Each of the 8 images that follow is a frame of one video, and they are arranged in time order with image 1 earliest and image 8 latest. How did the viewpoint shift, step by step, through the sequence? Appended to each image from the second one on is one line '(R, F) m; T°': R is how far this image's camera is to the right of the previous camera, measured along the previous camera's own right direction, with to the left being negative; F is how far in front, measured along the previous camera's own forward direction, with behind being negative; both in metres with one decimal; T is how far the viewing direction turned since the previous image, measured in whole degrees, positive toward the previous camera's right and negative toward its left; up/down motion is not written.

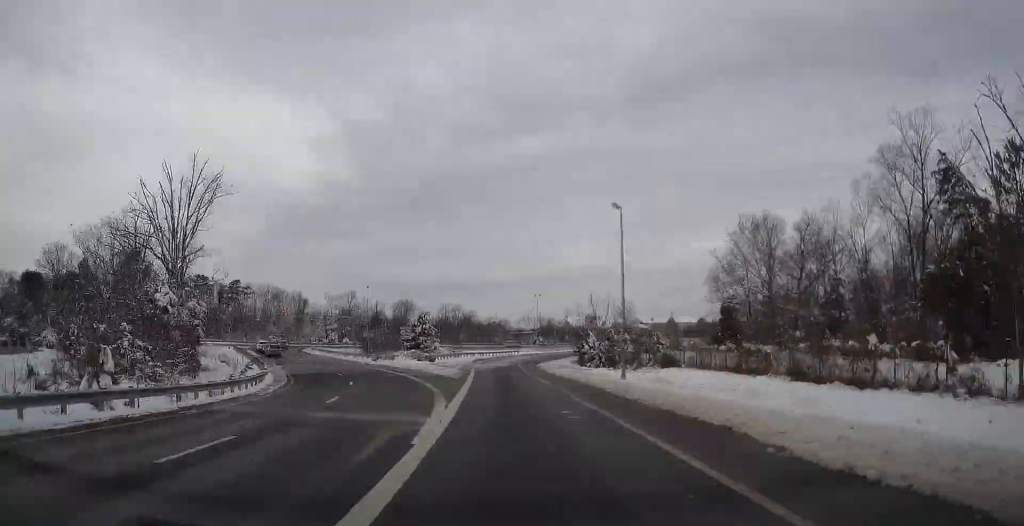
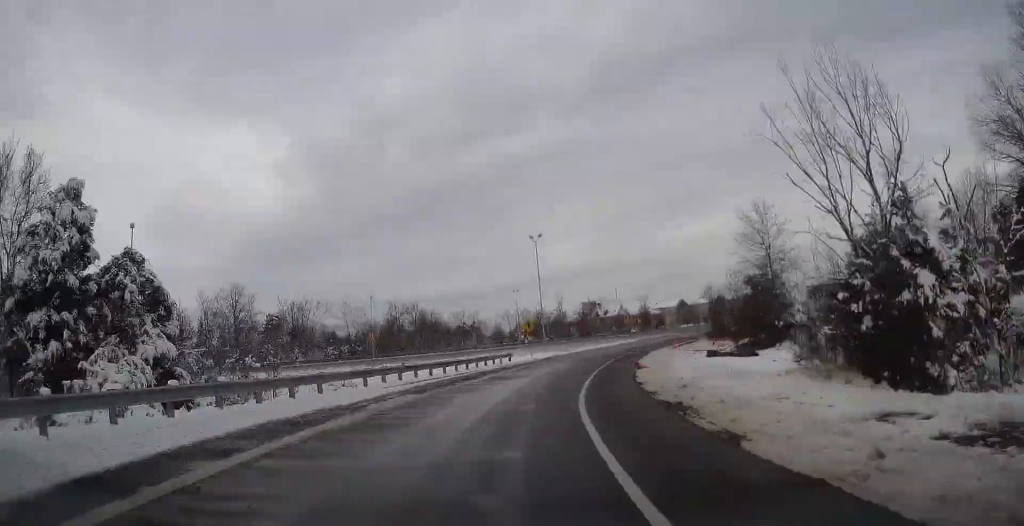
(-10.1, +67.4) m; +10°
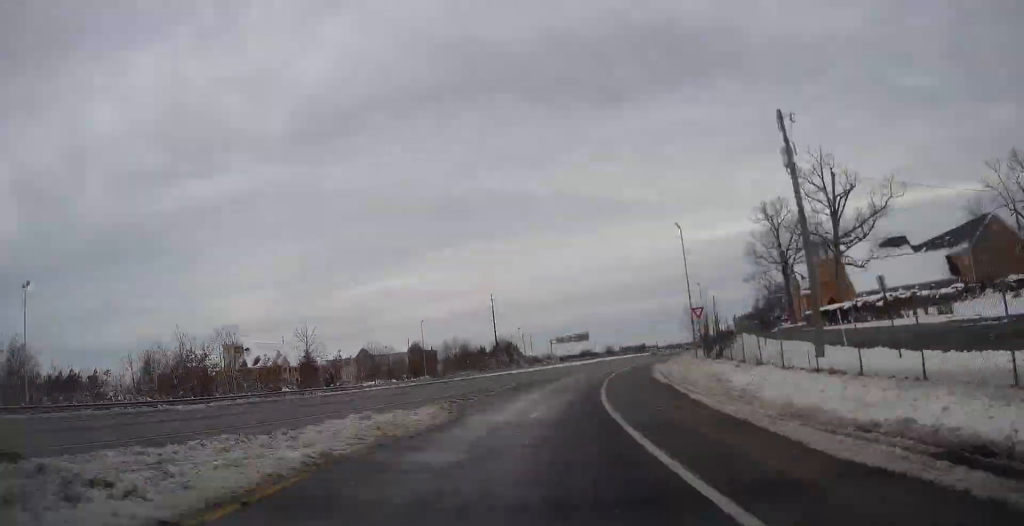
(+22.0, +81.4) m; +12°
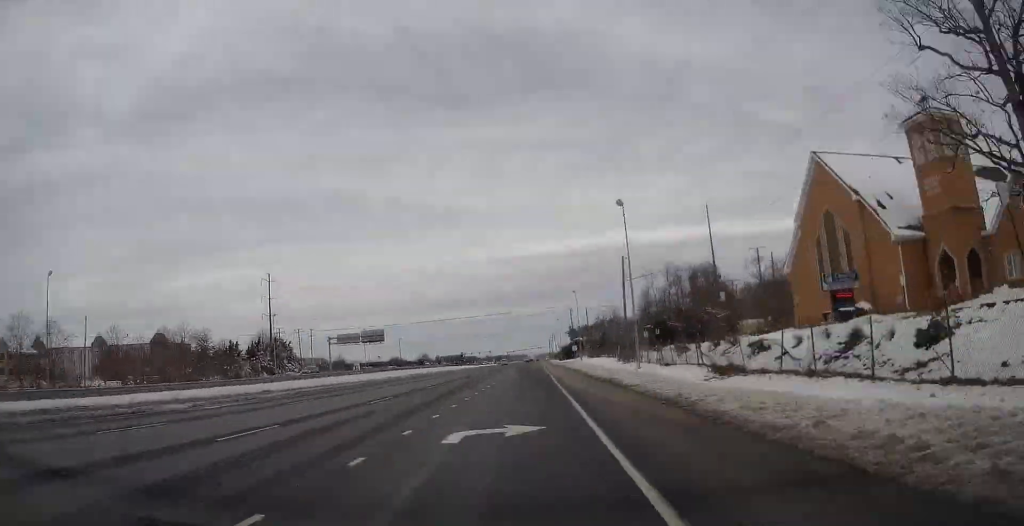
(+11.6, +71.6) m; +10°
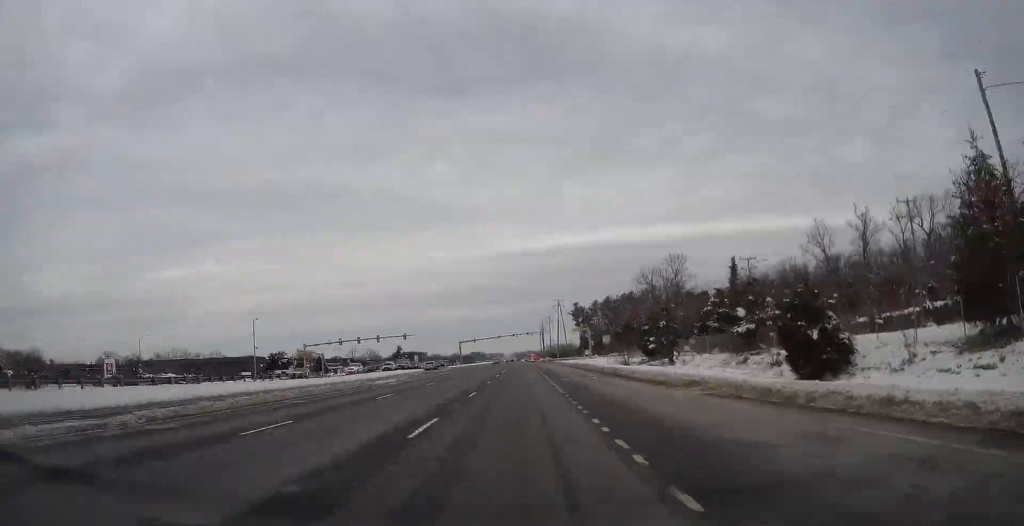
(+11.0, +204.7) m; +3°
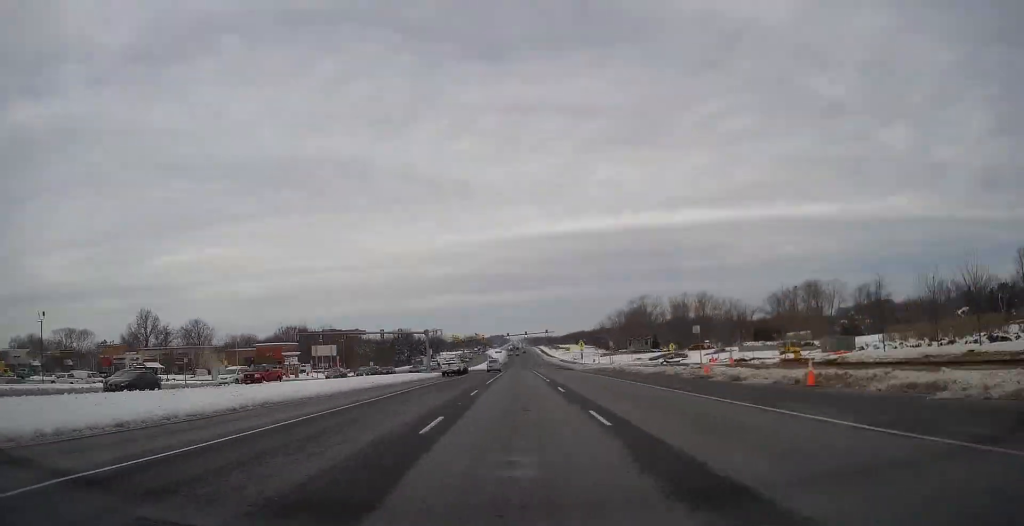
(-2.3, +441.1) m; 0°
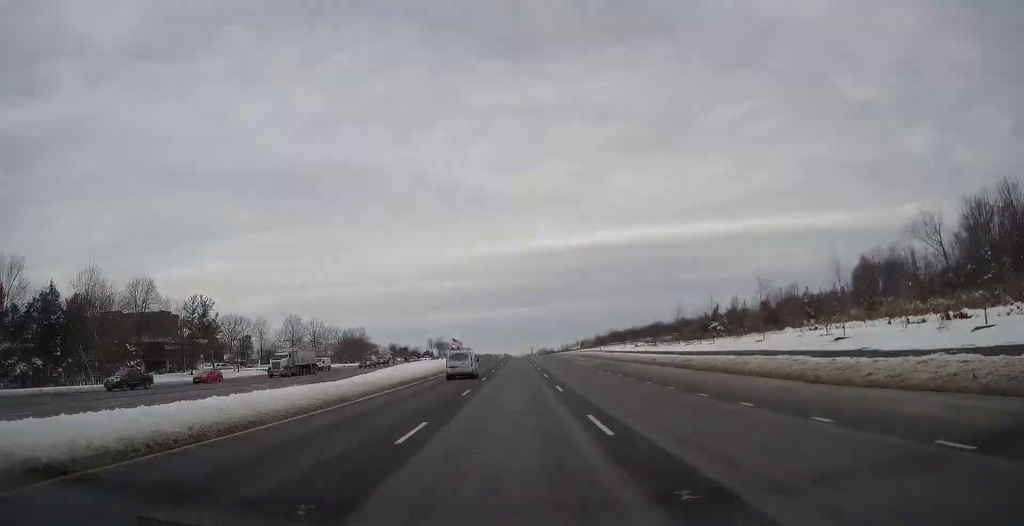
(-0.1, +283.7) m; 0°
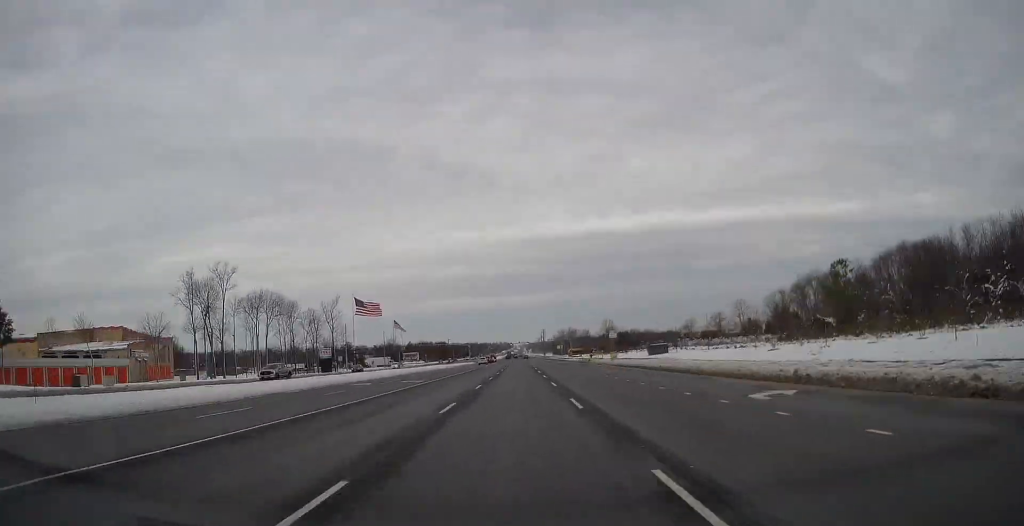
(-1.2, +293.3) m; -1°
